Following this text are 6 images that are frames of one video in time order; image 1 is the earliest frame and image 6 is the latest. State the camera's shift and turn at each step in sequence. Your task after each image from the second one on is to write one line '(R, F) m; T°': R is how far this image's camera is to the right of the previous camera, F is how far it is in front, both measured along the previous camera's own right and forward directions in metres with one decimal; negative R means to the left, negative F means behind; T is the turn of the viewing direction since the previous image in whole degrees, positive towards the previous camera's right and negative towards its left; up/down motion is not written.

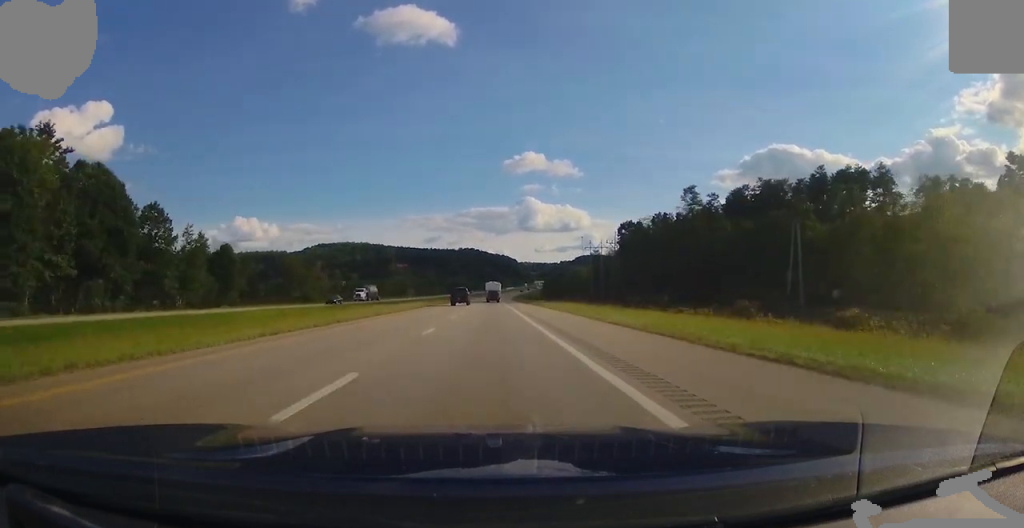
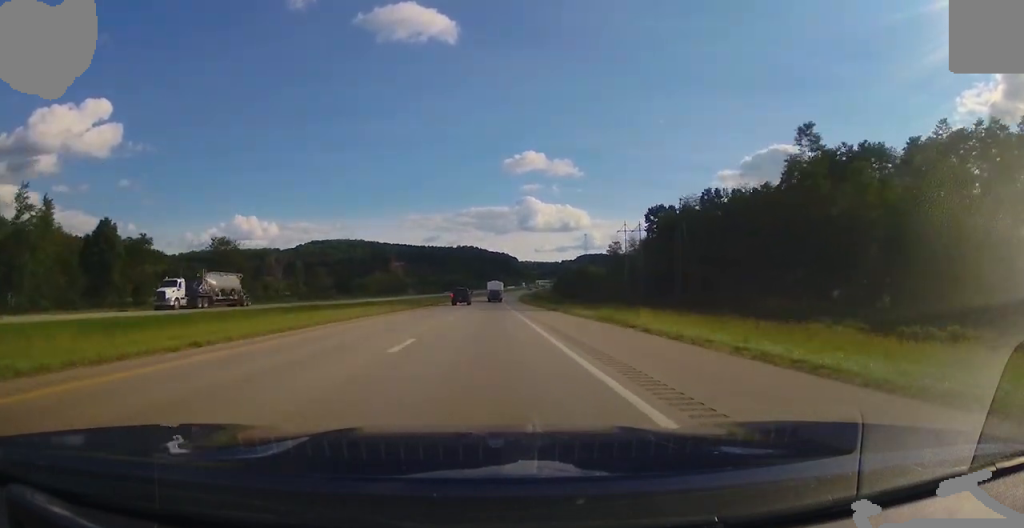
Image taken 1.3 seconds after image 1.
(0.0, +42.3) m; 0°
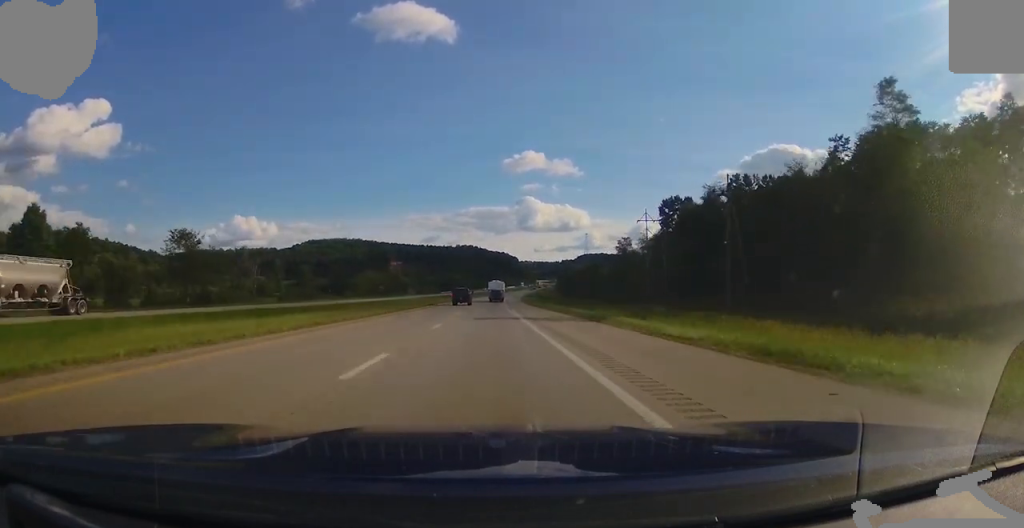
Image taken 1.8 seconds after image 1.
(0.0, +16.7) m; 0°
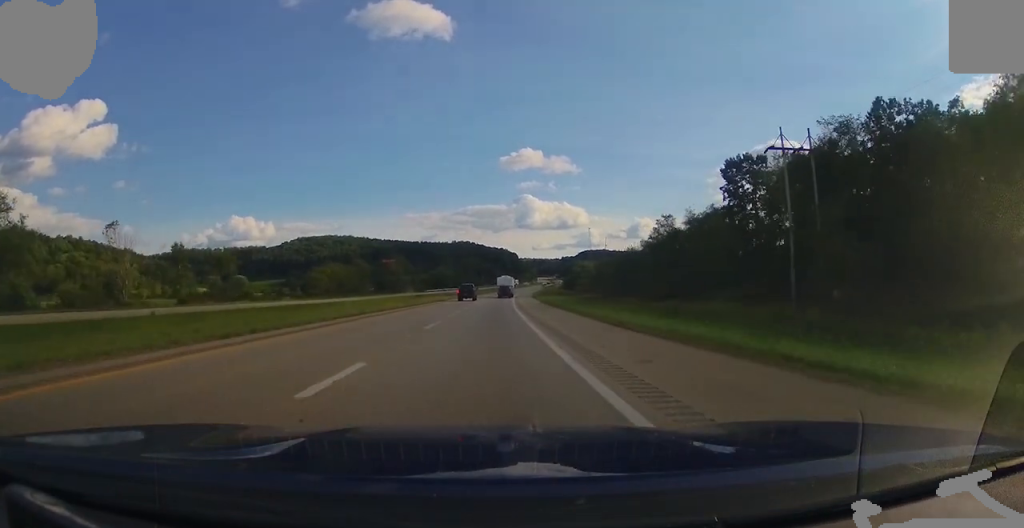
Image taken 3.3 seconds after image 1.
(0.0, +50.5) m; +1°
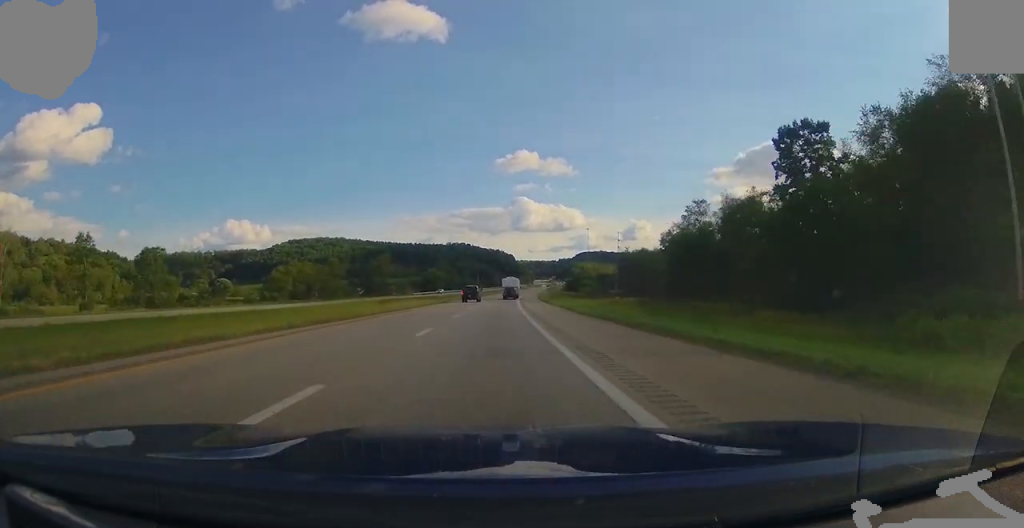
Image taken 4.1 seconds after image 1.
(+0.3, +27.1) m; +1°
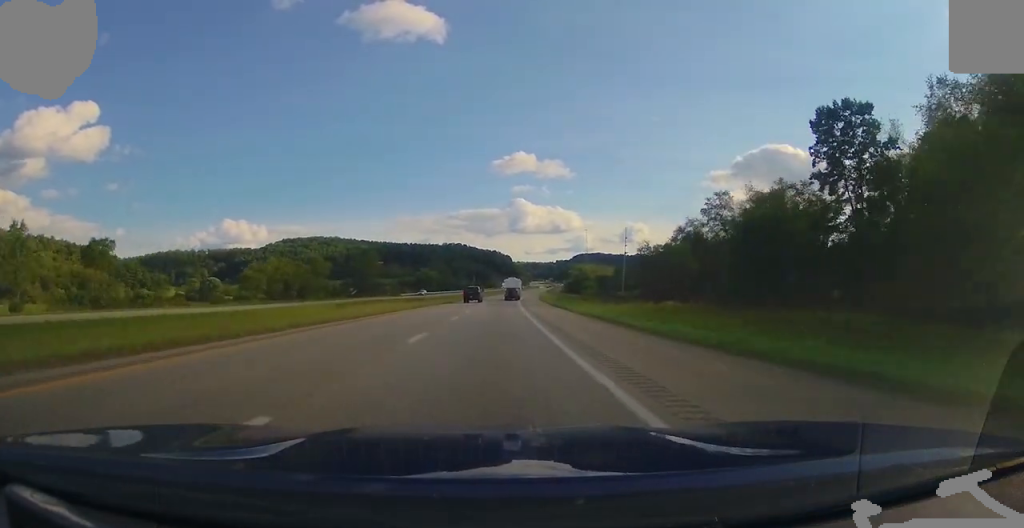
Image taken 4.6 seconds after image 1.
(+0.1, +14.1) m; 0°
